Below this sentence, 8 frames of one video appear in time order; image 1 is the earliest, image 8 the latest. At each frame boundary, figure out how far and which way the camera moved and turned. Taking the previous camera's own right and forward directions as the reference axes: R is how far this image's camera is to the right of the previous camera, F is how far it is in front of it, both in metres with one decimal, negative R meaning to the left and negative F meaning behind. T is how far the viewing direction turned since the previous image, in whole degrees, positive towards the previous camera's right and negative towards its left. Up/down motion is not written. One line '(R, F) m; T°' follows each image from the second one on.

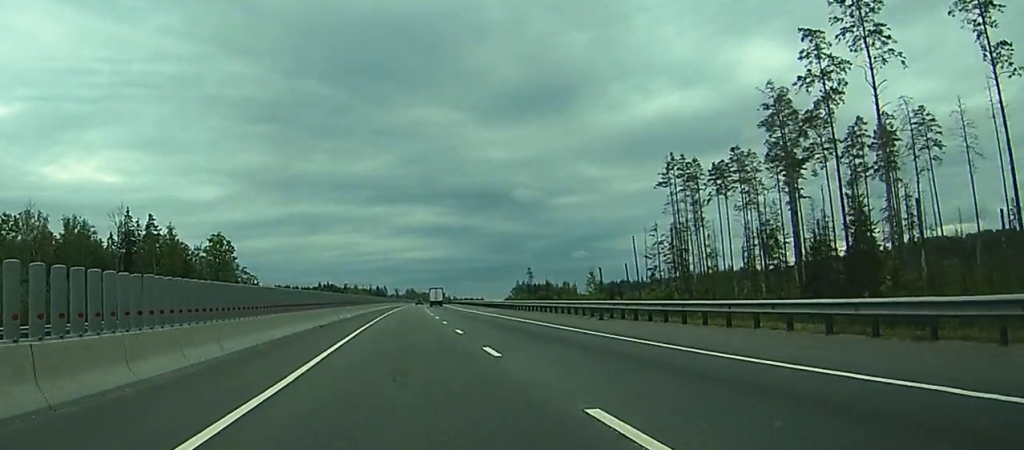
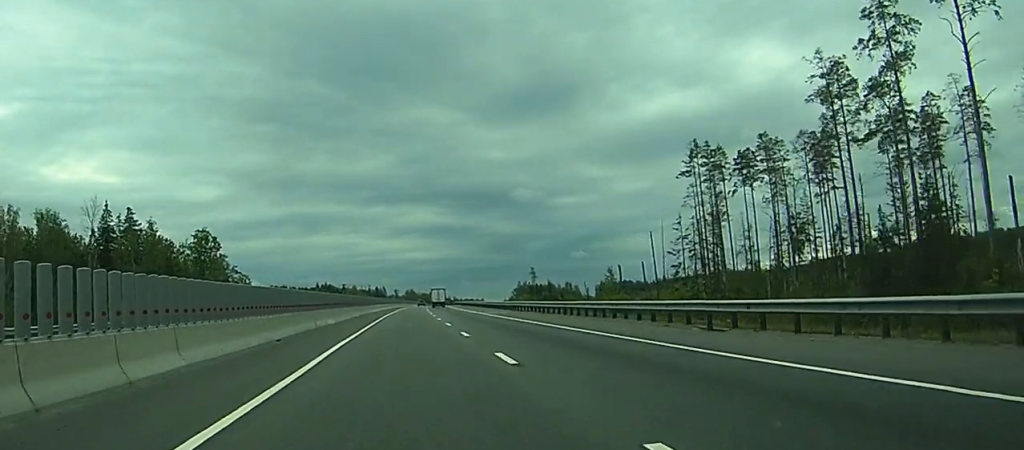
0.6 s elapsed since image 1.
(-0.4, +14.6) m; 0°
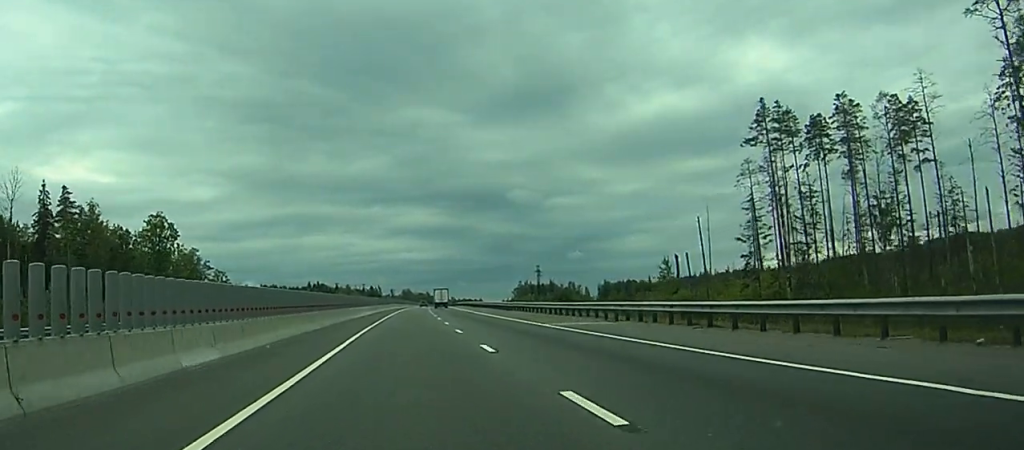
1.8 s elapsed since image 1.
(+0.8, +32.4) m; +2°
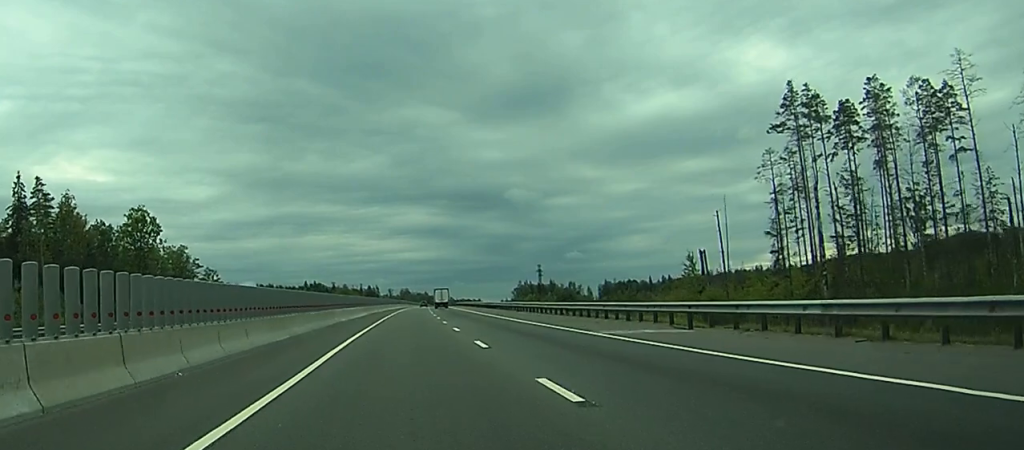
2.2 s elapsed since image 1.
(0.0, +10.2) m; 0°
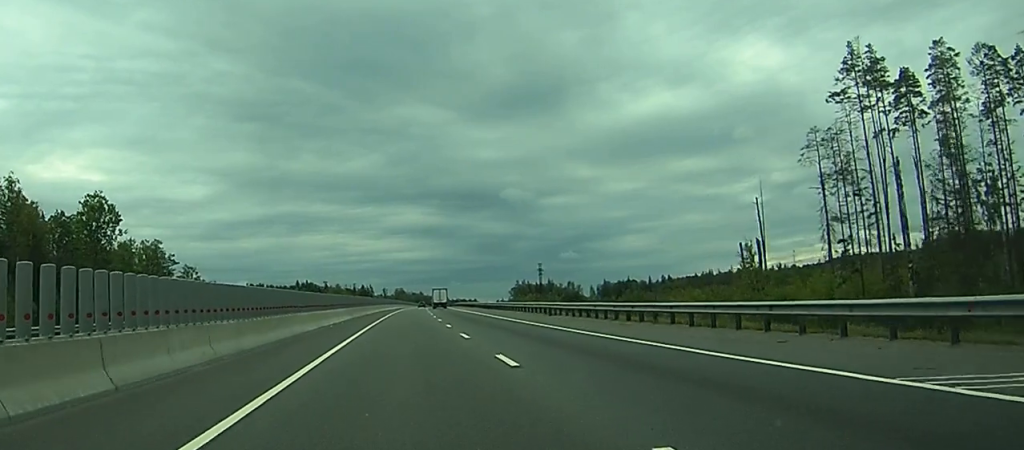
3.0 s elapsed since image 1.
(0.0, +18.6) m; 0°
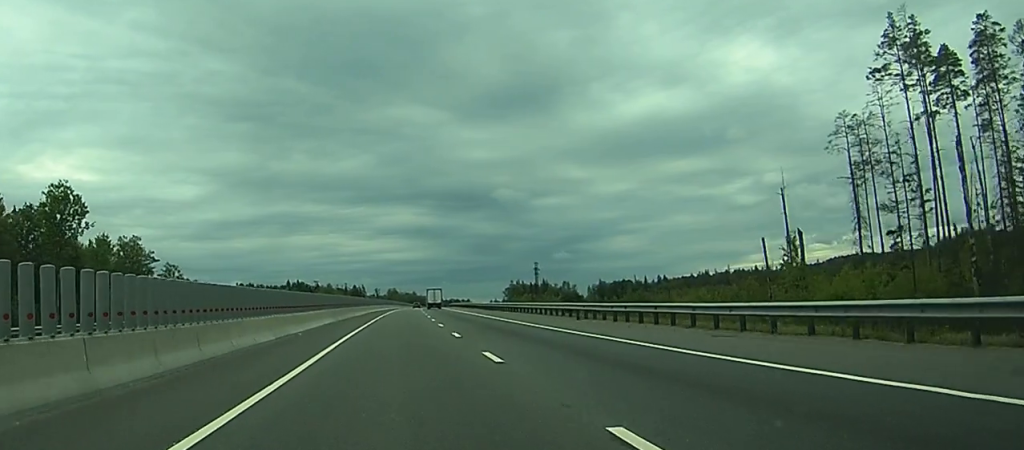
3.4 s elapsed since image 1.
(0.0, +11.0) m; 0°
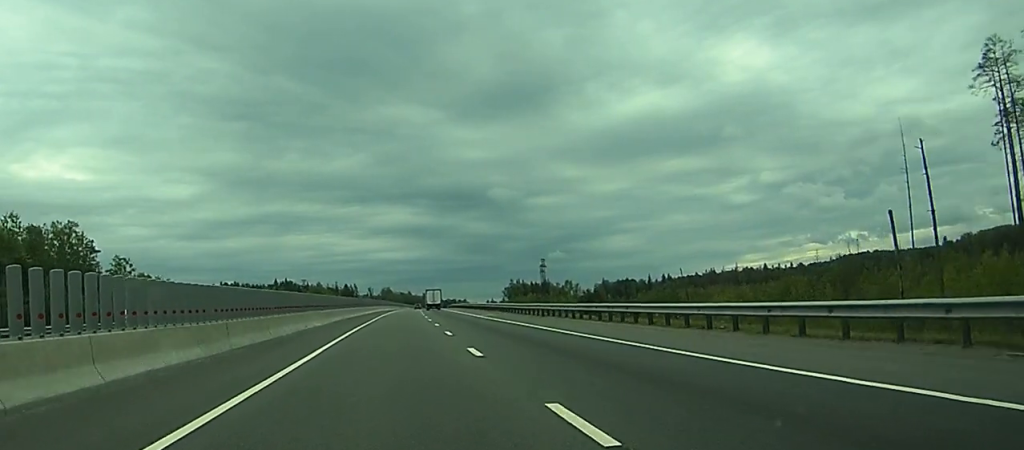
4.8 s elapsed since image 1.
(+0.2, +34.5) m; +1°
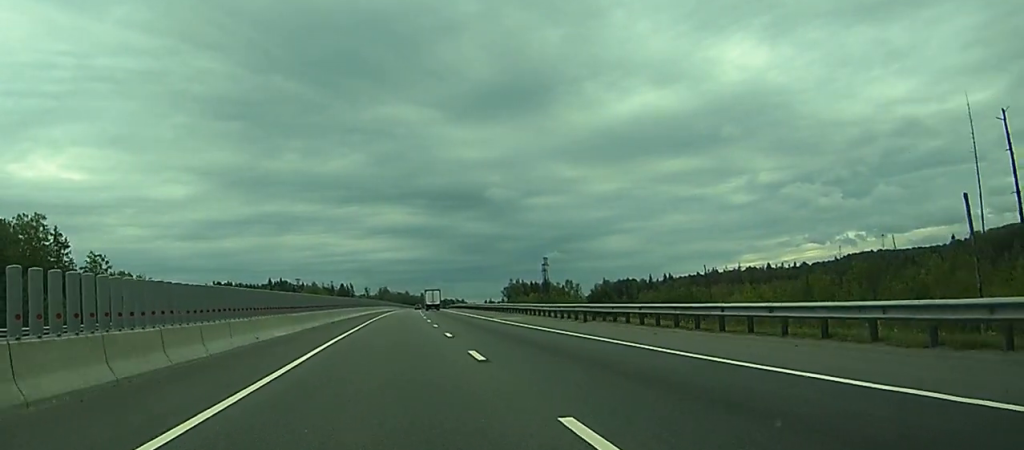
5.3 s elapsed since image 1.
(0.0, +13.5) m; 0°
